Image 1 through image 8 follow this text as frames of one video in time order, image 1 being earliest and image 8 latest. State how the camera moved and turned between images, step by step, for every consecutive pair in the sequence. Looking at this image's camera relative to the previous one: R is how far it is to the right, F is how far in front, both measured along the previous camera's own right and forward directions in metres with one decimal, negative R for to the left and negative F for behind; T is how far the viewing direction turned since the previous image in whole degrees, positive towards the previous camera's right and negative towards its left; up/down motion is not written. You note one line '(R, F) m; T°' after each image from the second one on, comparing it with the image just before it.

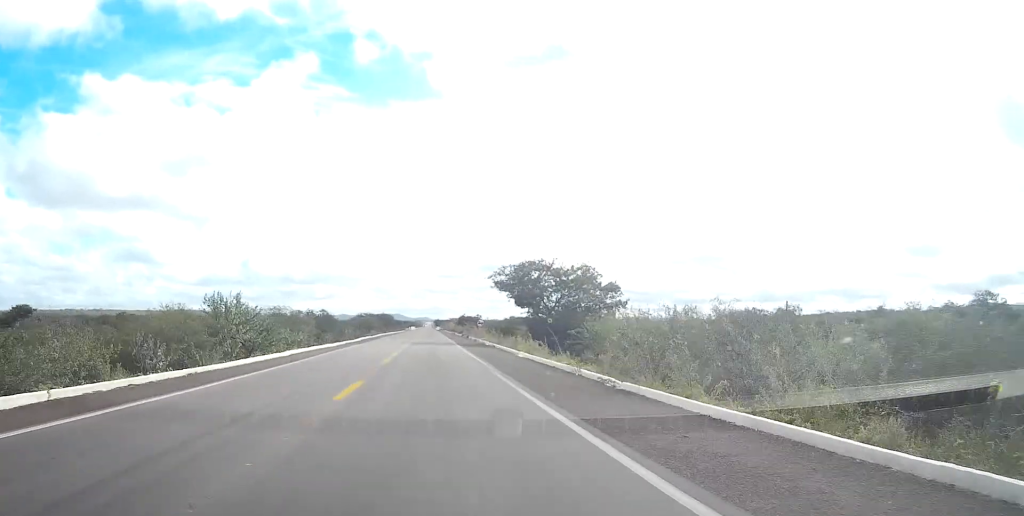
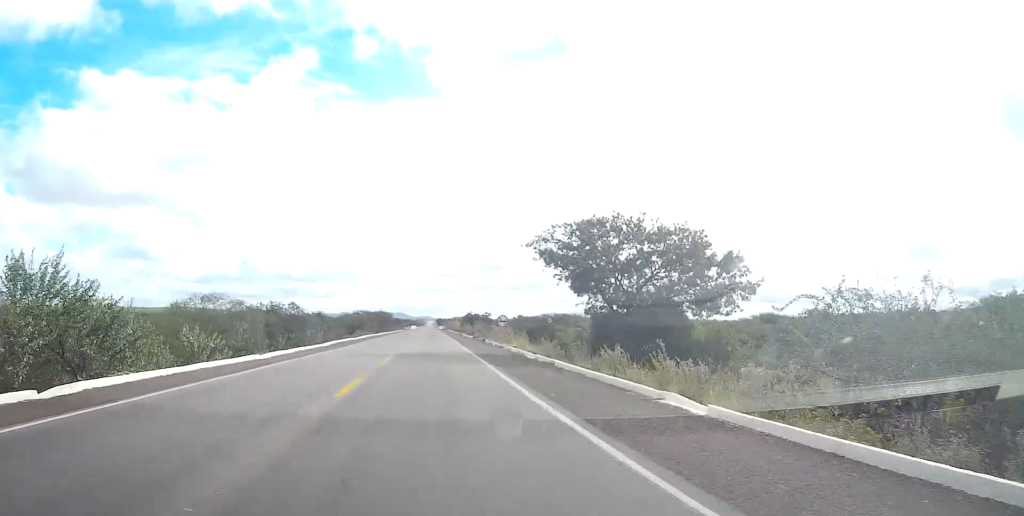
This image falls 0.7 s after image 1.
(+0.2, +24.1) m; 0°
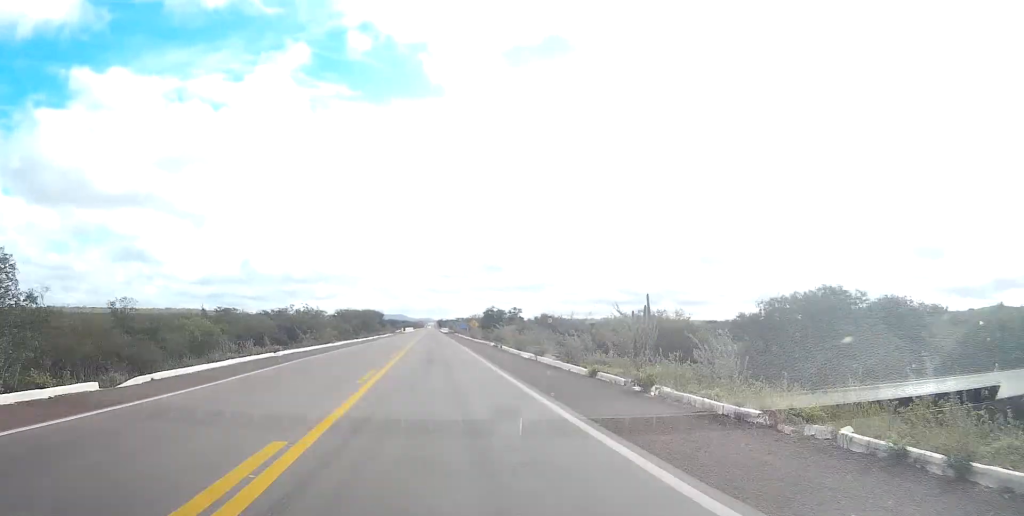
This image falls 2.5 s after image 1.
(-1.8, +57.1) m; -3°
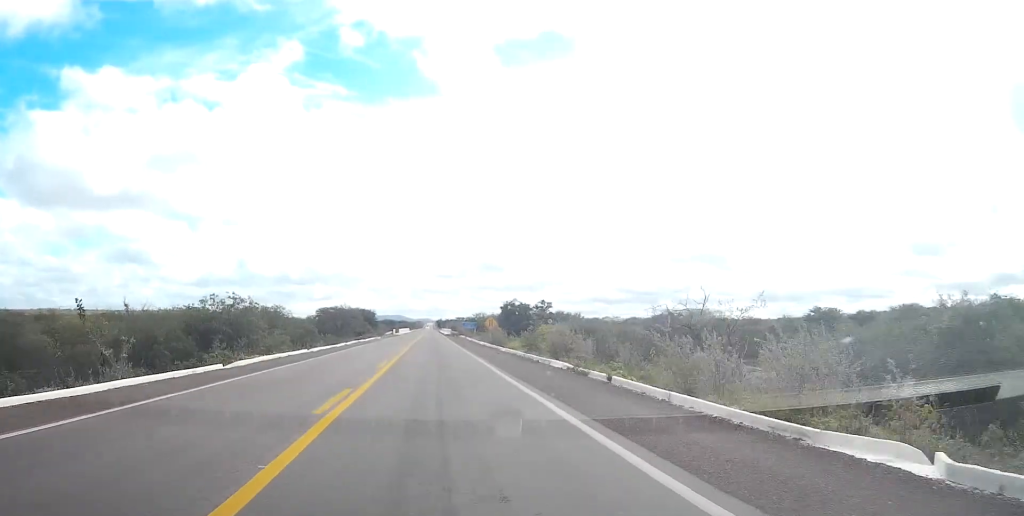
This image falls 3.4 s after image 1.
(+0.8, +29.8) m; +1°
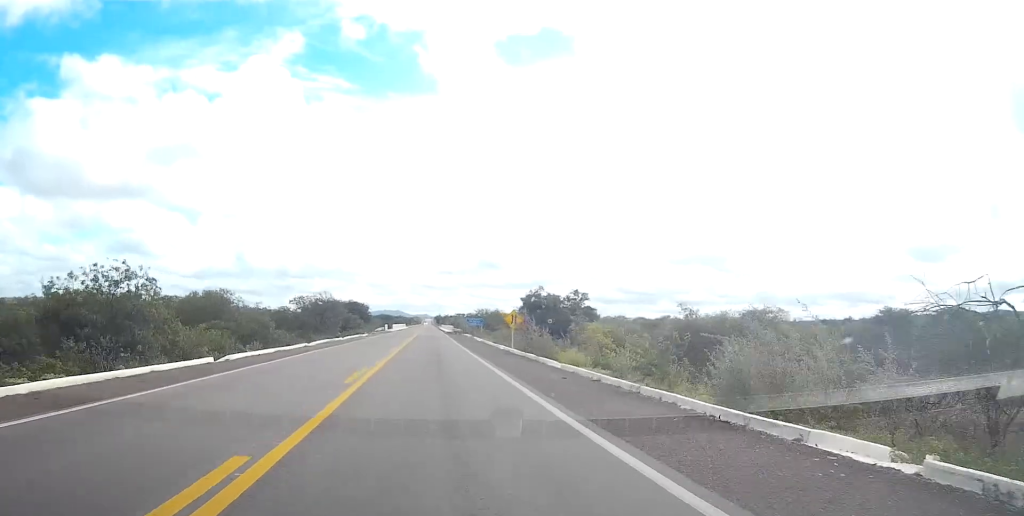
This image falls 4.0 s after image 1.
(0.0, +20.0) m; 0°
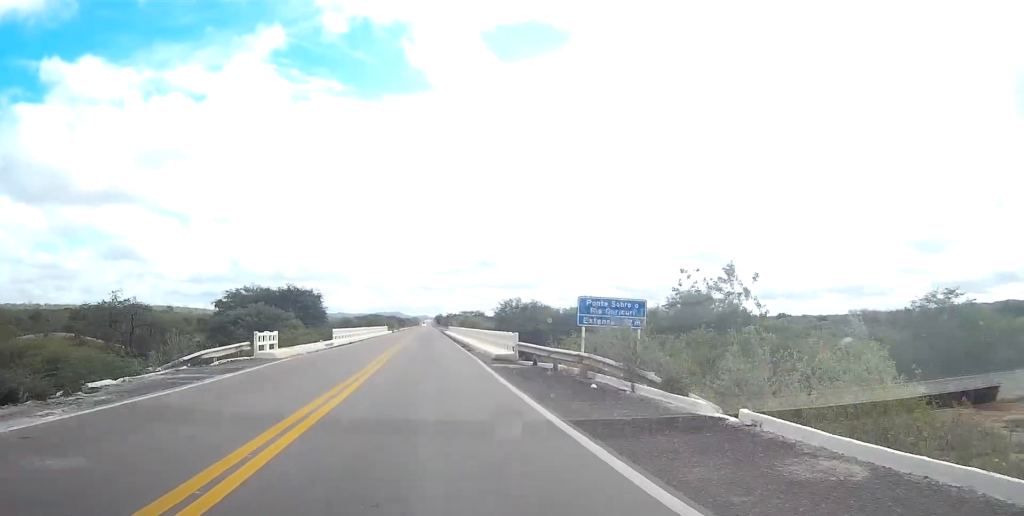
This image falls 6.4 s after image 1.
(0.0, +81.0) m; 0°
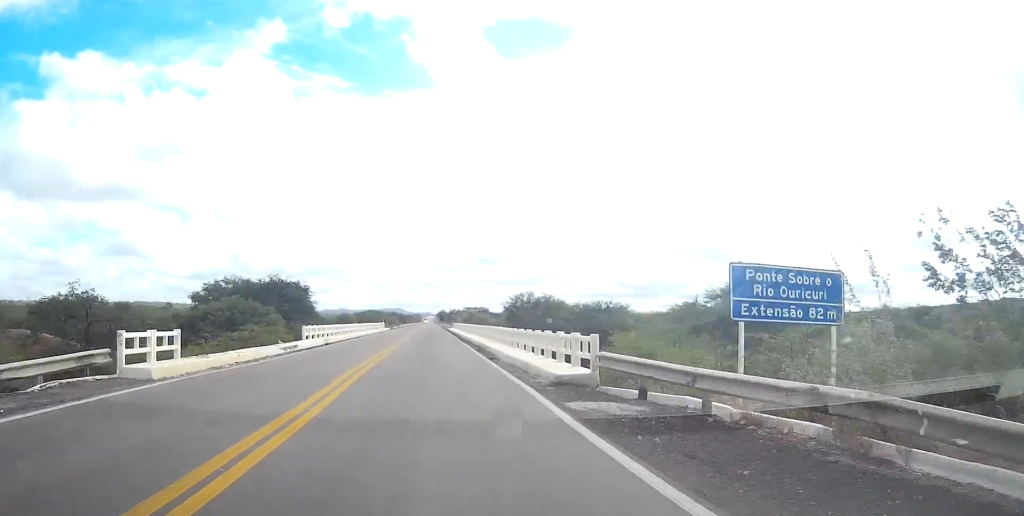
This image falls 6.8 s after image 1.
(0.0, +13.3) m; 0°
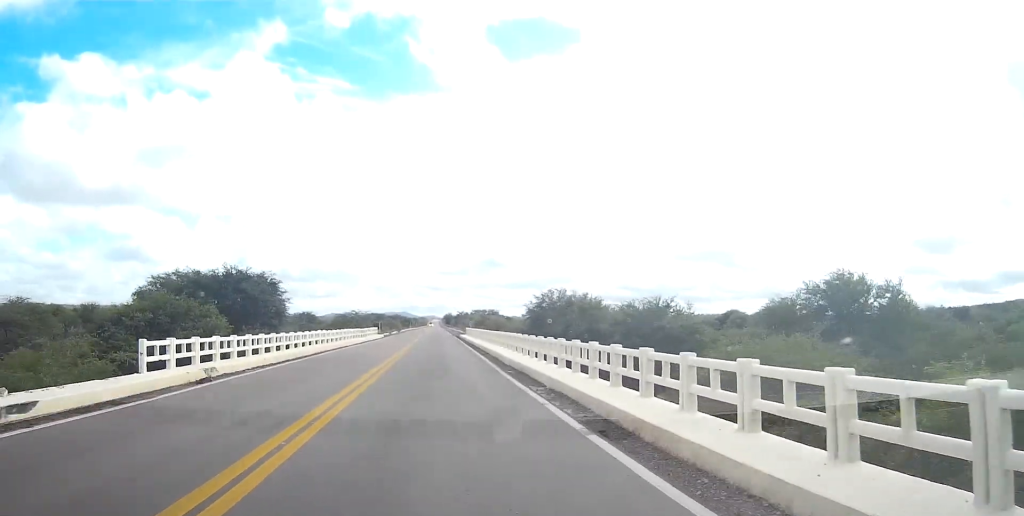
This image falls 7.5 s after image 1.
(0.0, +23.2) m; 0°
